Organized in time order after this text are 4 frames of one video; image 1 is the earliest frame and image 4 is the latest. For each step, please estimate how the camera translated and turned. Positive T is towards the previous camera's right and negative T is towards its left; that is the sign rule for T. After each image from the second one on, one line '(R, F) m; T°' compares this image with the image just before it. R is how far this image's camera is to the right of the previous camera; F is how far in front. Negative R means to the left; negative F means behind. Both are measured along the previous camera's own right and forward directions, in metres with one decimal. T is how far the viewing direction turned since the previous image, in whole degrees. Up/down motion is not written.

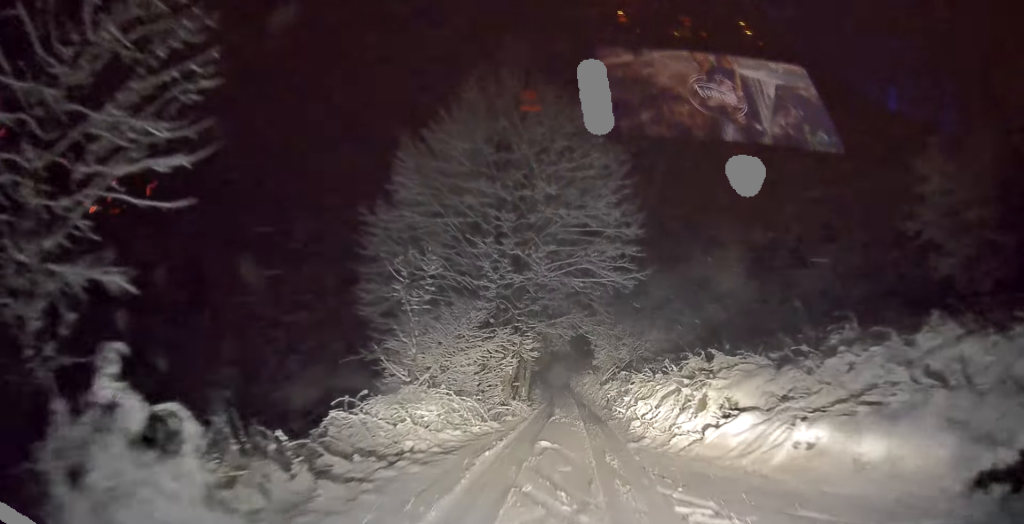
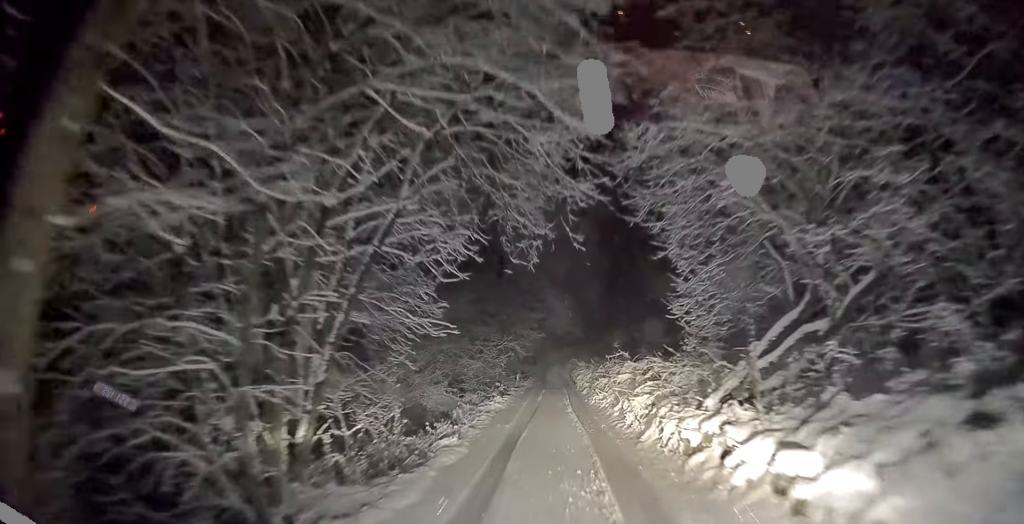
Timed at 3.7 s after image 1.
(-0.9, +28.3) m; -4°
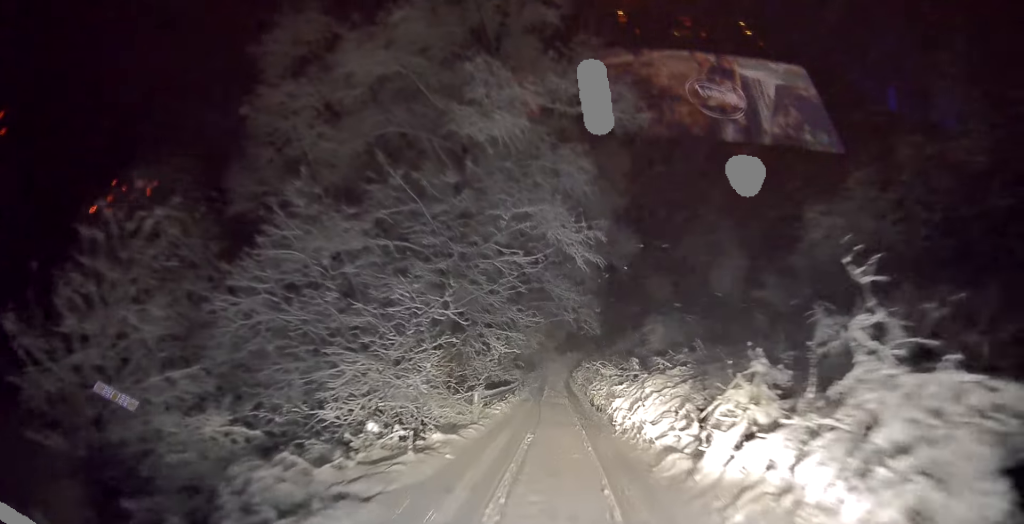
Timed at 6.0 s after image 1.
(+0.2, +17.4) m; +3°
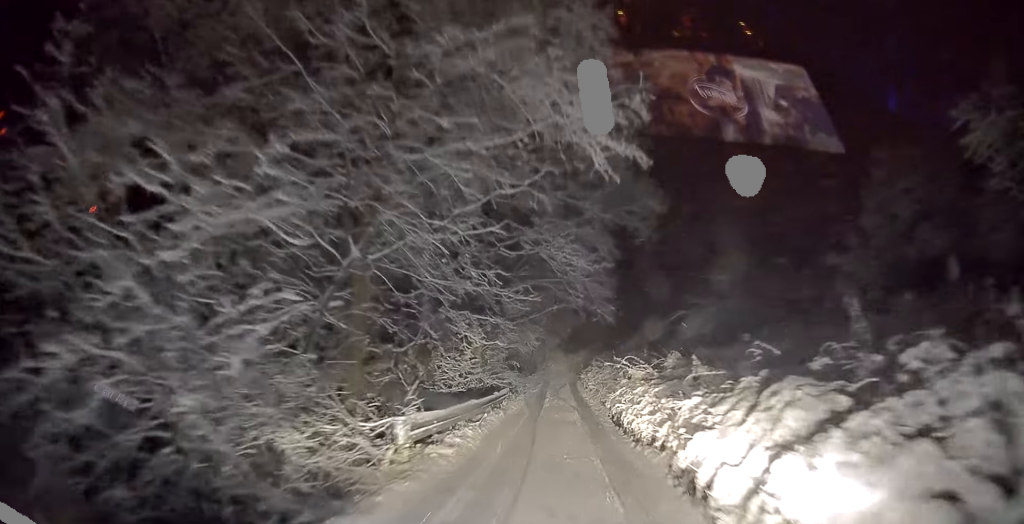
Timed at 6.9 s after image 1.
(+0.1, +7.2) m; 0°
